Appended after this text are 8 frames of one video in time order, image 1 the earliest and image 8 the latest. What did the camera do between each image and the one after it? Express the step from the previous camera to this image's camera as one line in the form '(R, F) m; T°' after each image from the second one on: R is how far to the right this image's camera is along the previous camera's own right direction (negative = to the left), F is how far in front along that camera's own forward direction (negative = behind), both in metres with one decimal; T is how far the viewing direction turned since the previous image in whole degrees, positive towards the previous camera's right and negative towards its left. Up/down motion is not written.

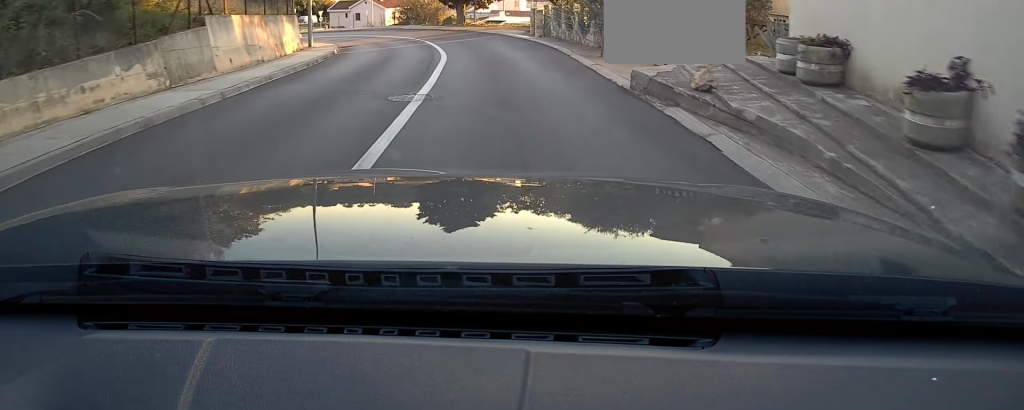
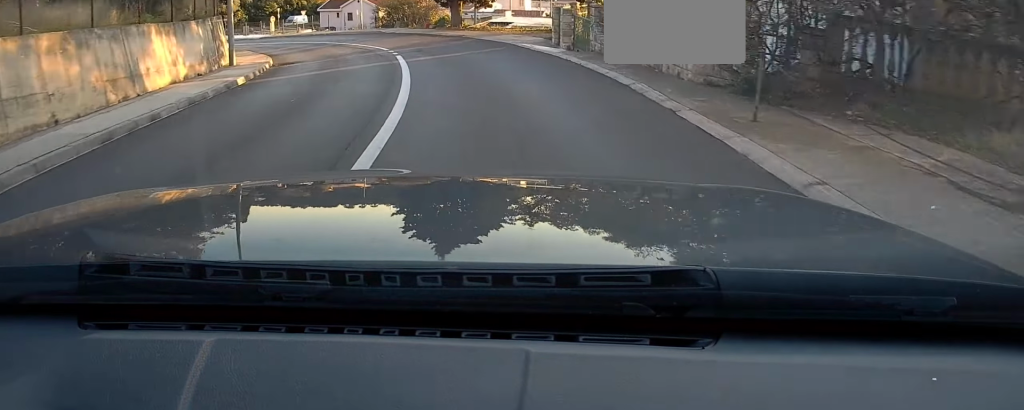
(+0.4, +8.9) m; +2°
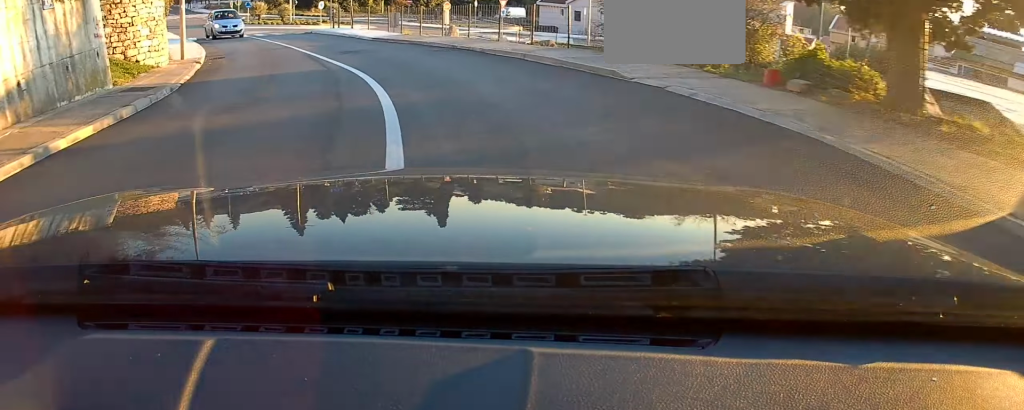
(-3.1, +25.3) m; -20°
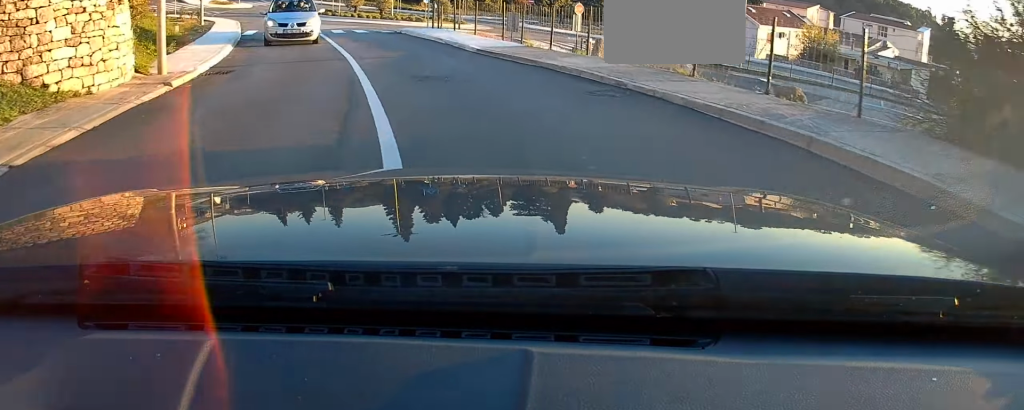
(-0.7, +8.9) m; -9°
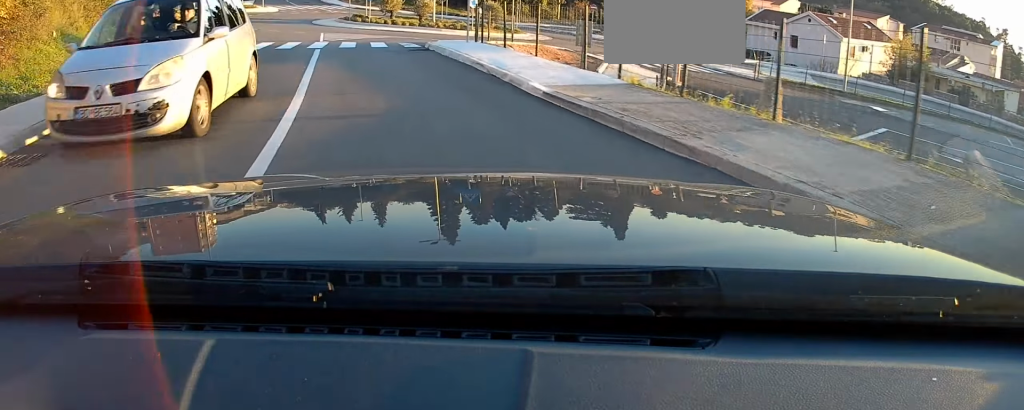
(-0.6, +8.2) m; -8°
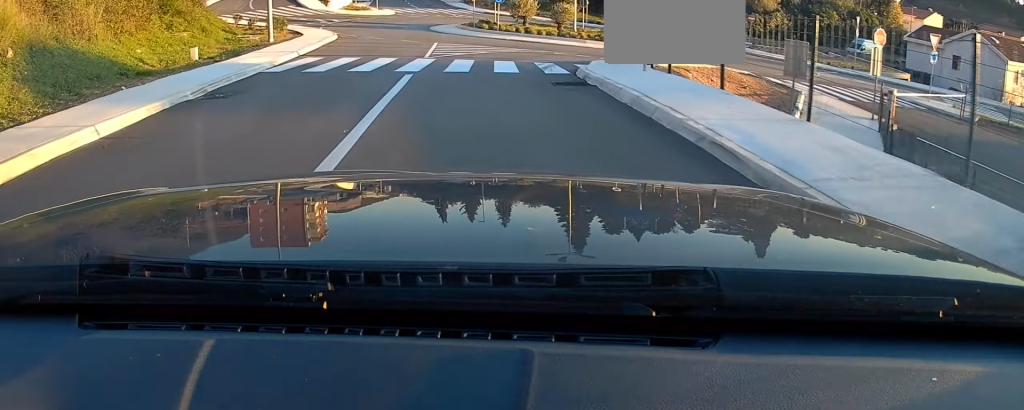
(-0.5, +7.5) m; -7°
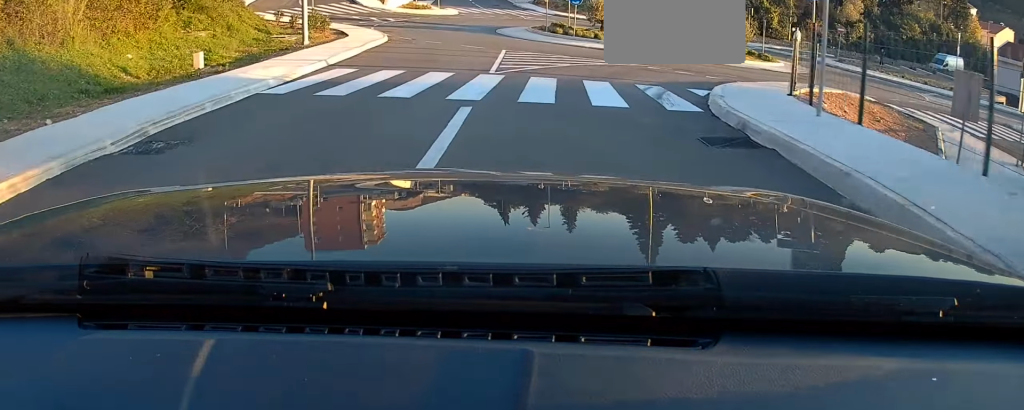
(-0.2, +4.4) m; -2°
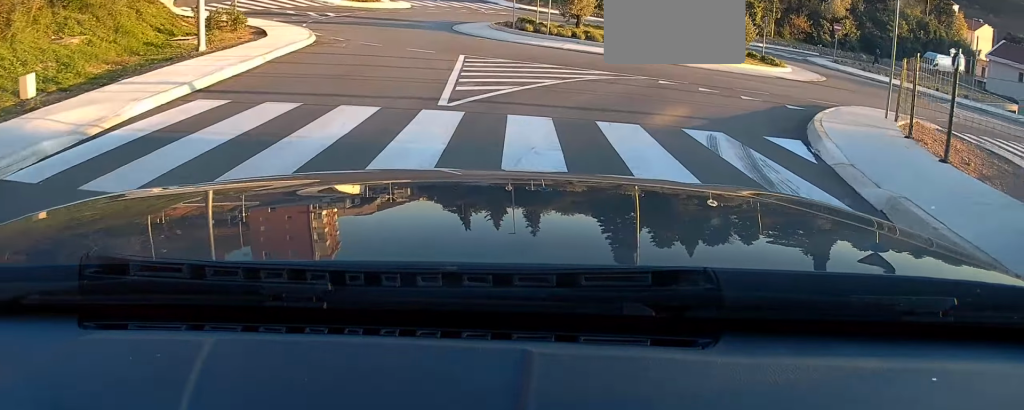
(-0.2, +5.6) m; +1°
